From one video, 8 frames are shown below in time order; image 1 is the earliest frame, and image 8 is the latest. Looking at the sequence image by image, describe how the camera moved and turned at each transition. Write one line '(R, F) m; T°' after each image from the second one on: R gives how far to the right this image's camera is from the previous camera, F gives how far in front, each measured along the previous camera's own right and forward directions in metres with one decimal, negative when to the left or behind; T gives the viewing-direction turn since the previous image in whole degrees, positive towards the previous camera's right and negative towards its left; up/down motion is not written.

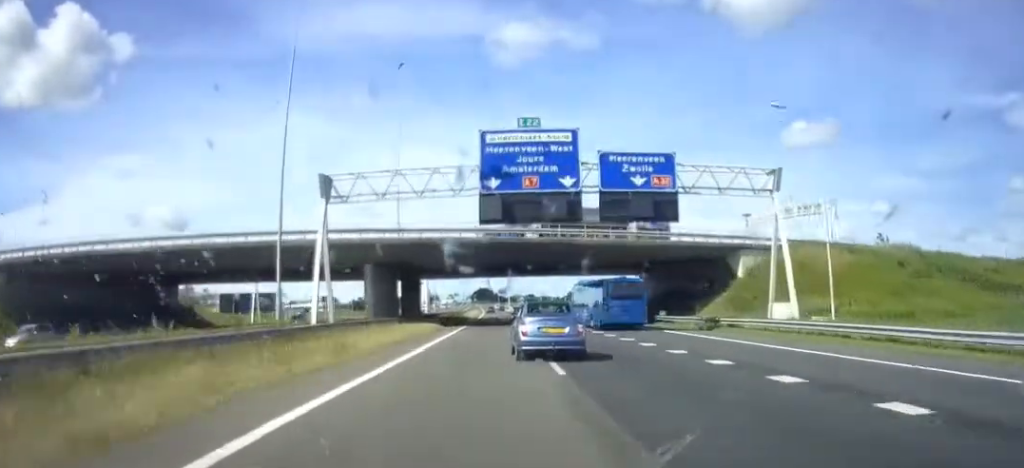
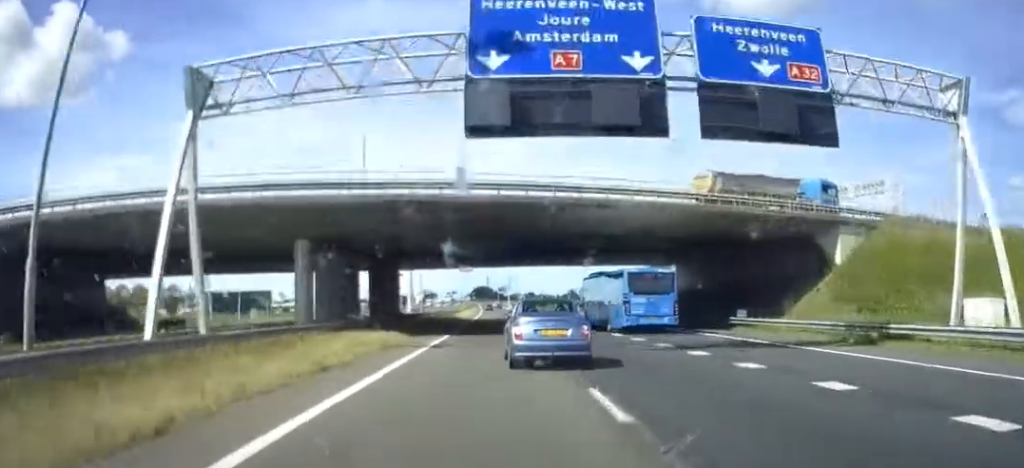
(-0.1, +16.8) m; 0°
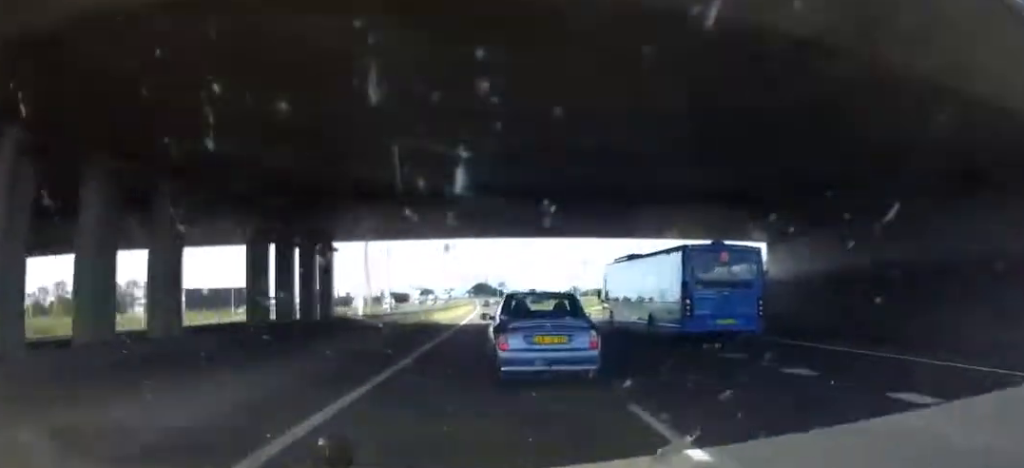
(-0.2, +24.9) m; 0°
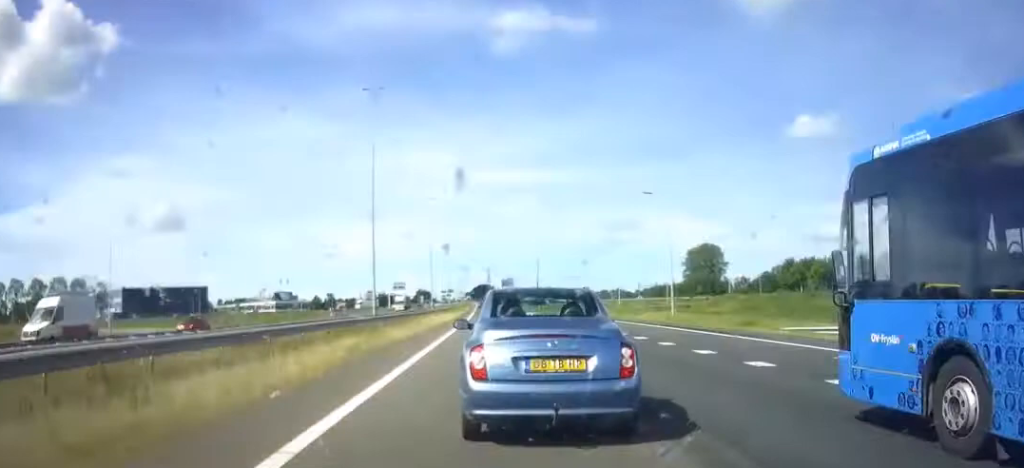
(-0.2, +64.1) m; -1°
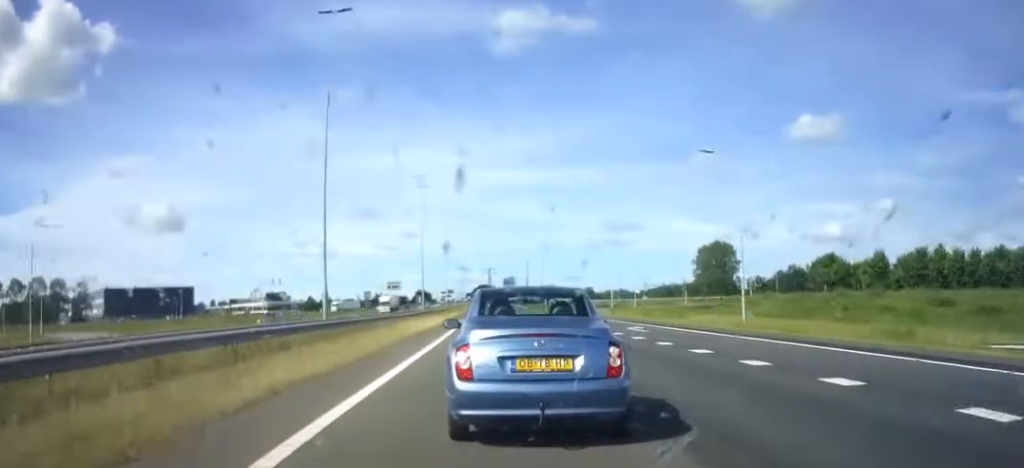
(+0.1, +15.7) m; 0°
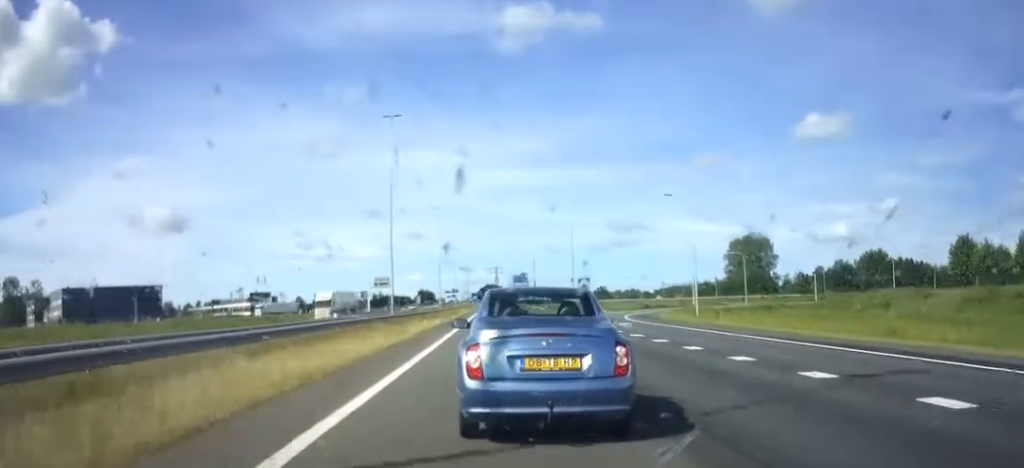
(-0.4, +34.2) m; -1°
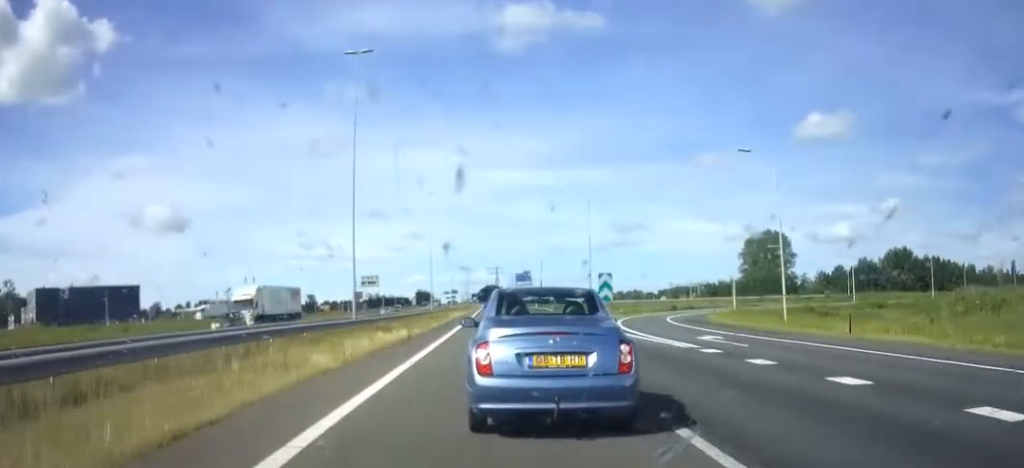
(0.0, +16.9) m; 0°
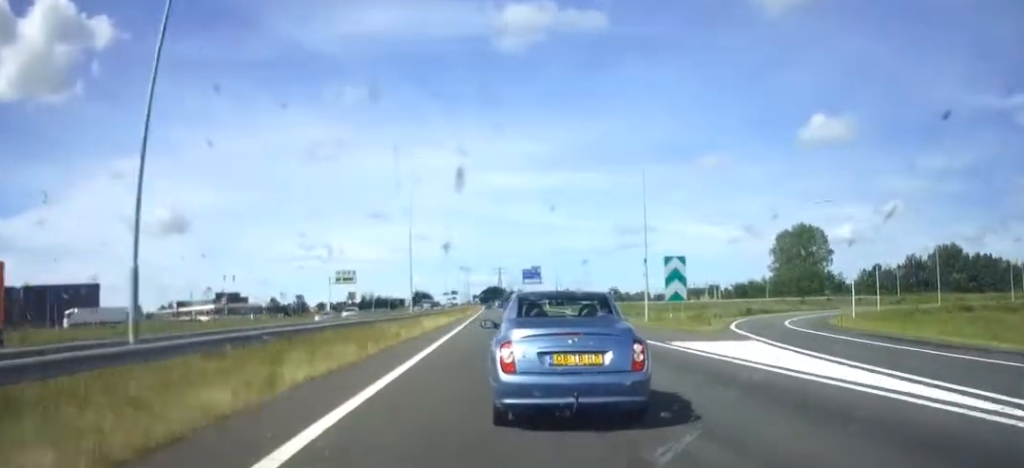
(0.0, +28.5) m; 0°
